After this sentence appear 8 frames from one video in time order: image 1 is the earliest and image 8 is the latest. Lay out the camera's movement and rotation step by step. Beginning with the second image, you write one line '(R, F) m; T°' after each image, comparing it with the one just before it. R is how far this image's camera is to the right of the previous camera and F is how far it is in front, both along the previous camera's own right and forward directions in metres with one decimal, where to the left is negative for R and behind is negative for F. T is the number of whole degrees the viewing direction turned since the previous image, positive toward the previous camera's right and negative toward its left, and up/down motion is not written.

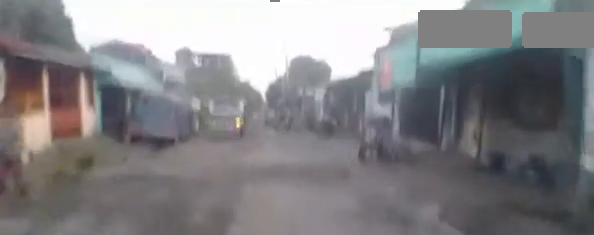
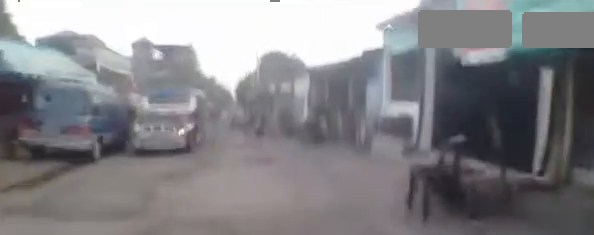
(+0.3, +3.9) m; +4°
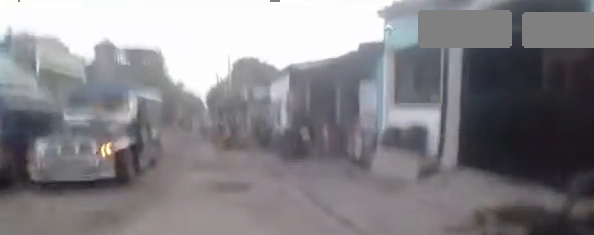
(0.0, +2.0) m; -1°
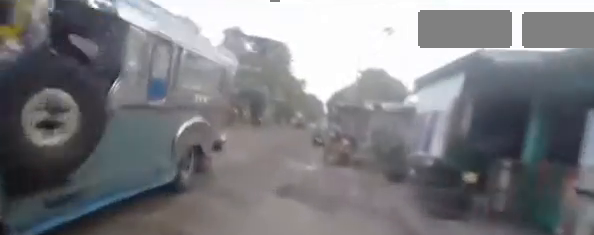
(-0.2, +3.7) m; -8°
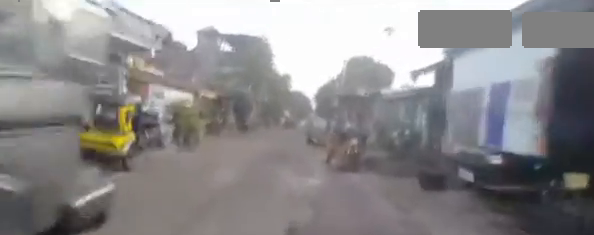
(-0.2, +2.6) m; -1°
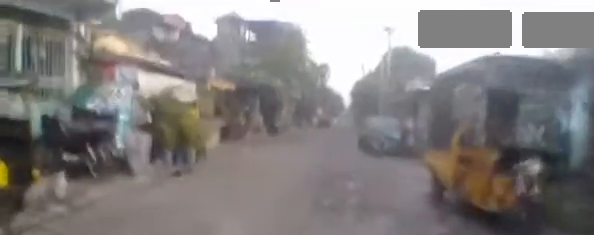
(+0.1, +5.0) m; +1°
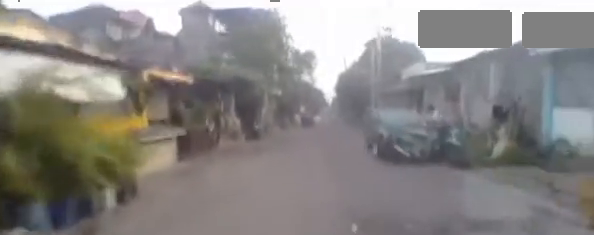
(-0.1, +4.2) m; -2°
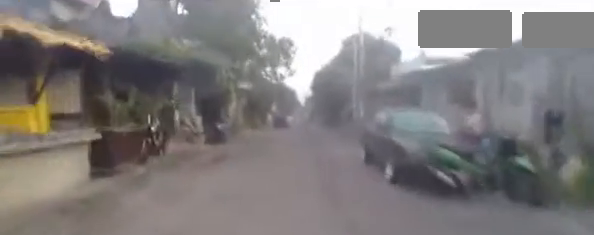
(0.0, +3.3) m; 0°
